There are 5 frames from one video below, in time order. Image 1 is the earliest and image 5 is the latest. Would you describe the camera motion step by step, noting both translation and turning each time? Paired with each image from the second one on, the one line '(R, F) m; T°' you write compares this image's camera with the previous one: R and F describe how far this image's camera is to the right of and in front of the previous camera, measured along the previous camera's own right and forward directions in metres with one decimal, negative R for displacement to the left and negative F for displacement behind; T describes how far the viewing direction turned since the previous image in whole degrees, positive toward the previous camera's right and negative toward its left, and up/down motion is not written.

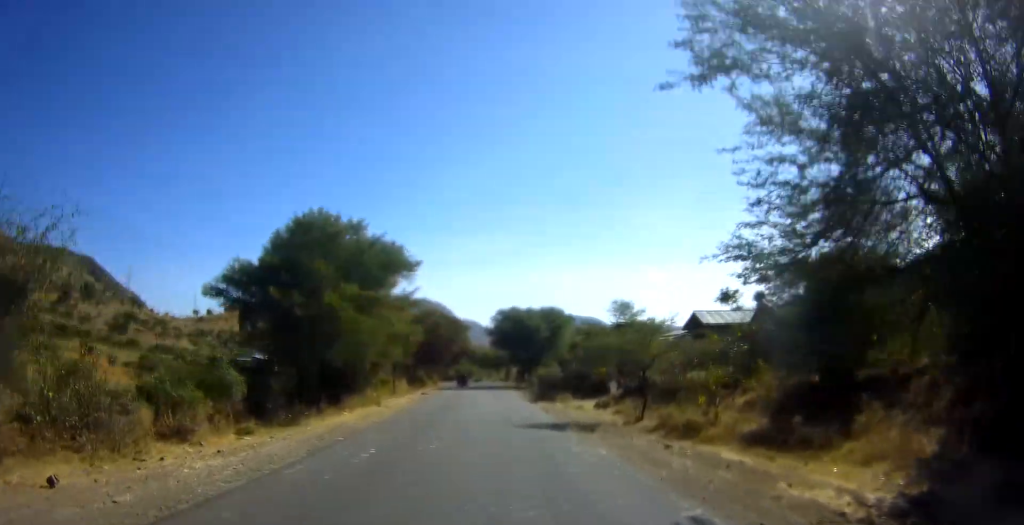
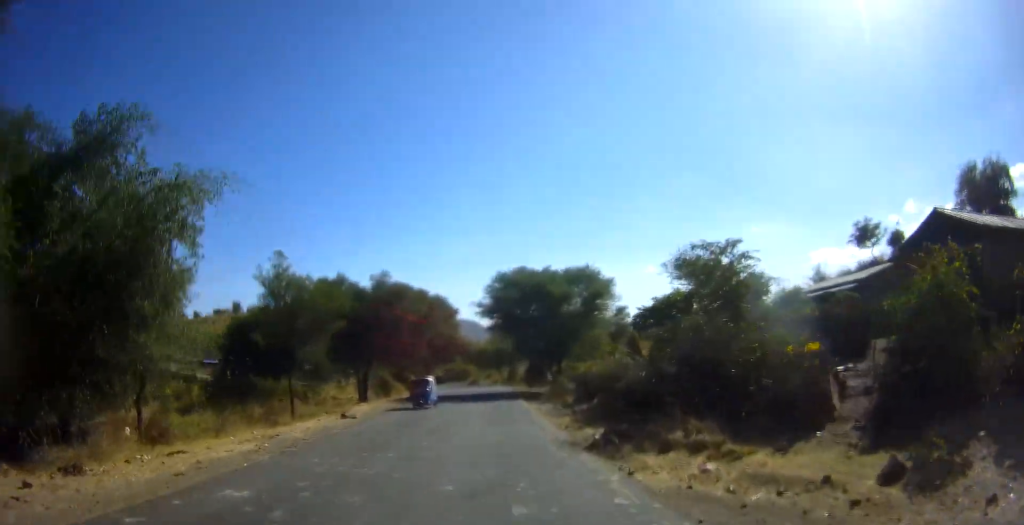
(-0.1, +27.7) m; 0°
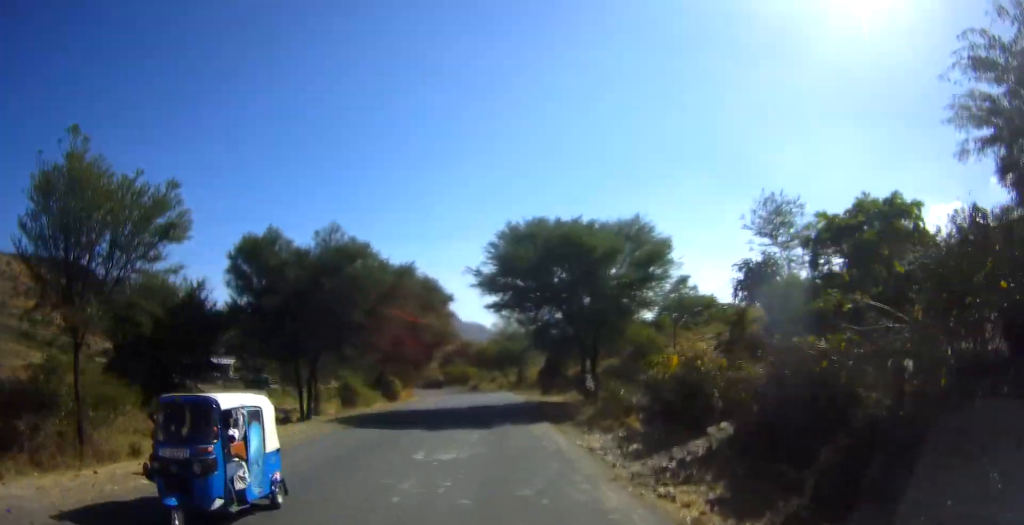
(0.0, +15.6) m; 0°
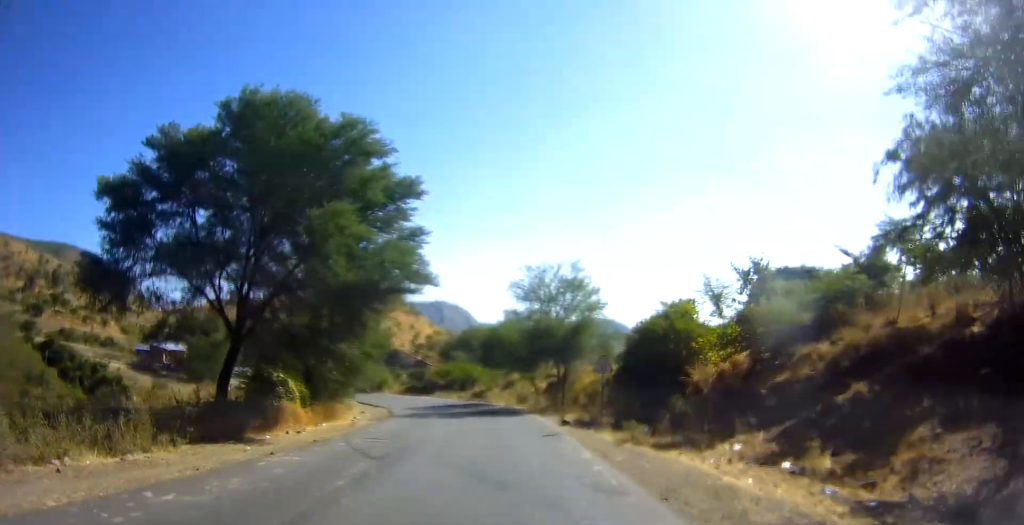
(-0.1, +35.7) m; 0°
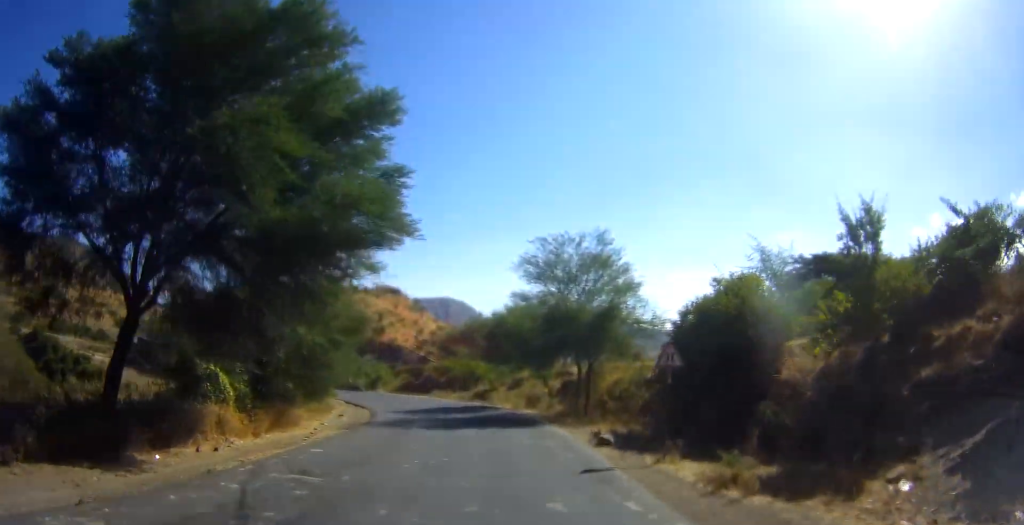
(0.0, +8.2) m; -1°
